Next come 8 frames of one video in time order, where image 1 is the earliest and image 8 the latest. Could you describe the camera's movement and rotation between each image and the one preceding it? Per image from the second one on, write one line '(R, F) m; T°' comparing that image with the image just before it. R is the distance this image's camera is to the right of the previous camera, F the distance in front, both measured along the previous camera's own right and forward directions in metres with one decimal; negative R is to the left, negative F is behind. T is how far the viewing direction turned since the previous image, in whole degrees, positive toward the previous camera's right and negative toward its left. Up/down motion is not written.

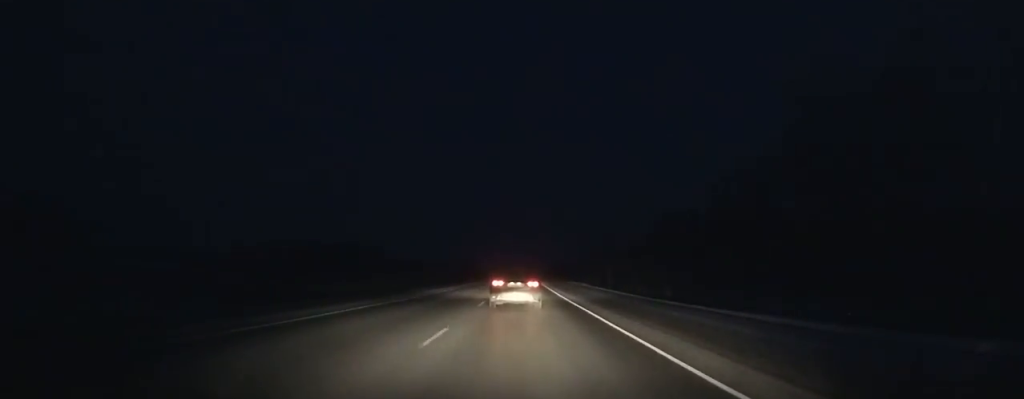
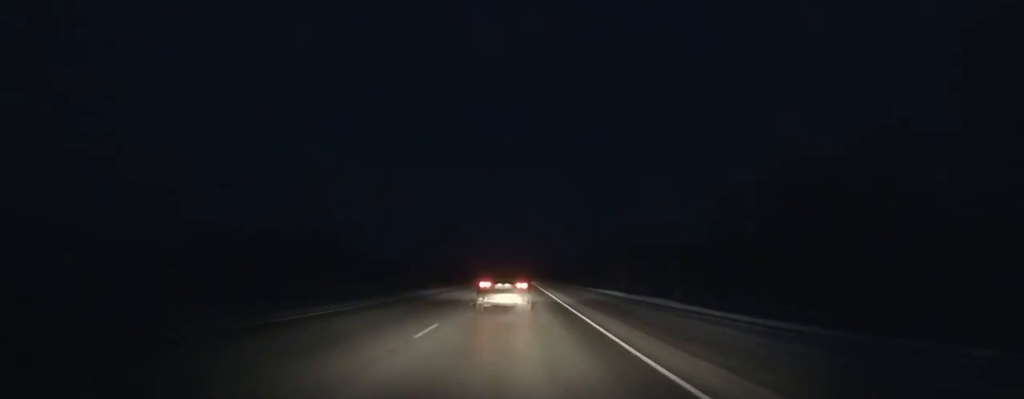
(0.0, +45.8) m; 0°
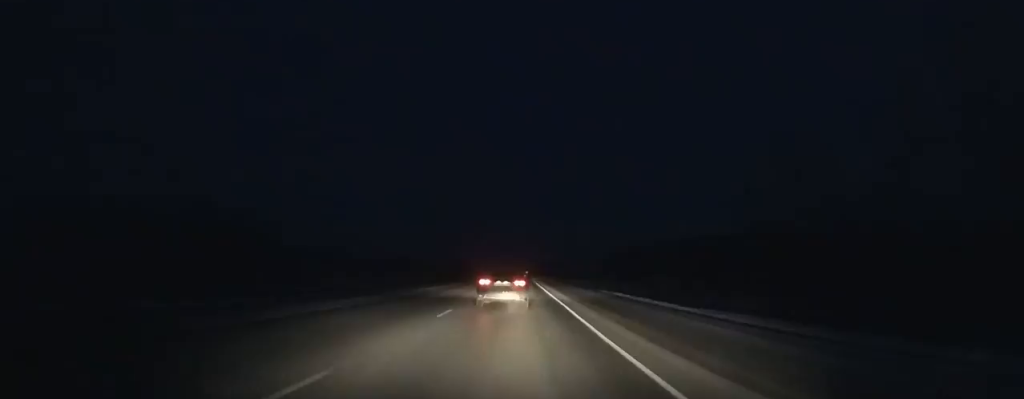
(-0.3, +66.3) m; 0°
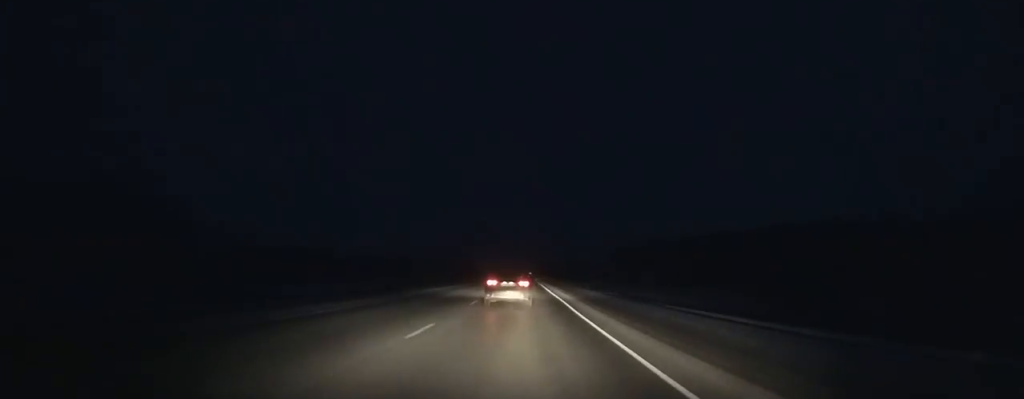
(-0.3, +41.1) m; 0°
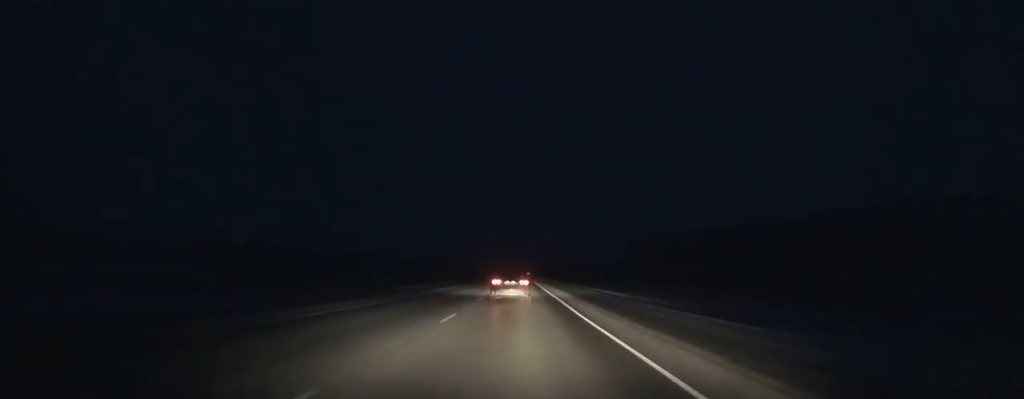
(+0.3, +57.6) m; 0°
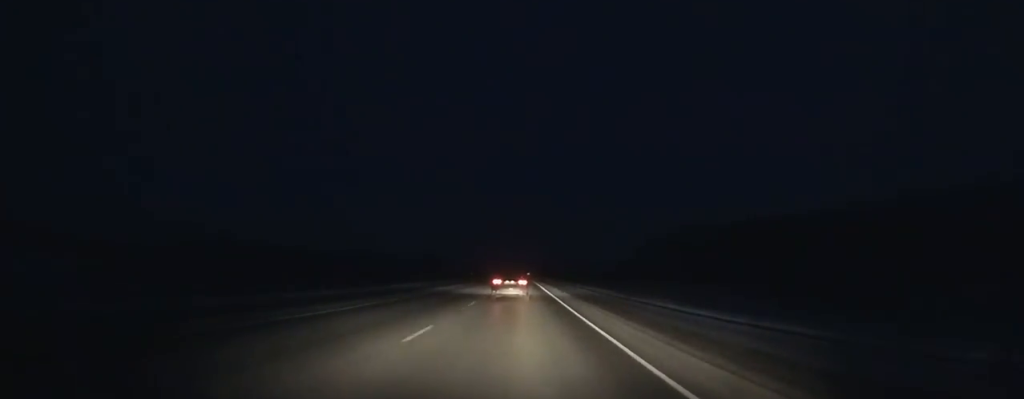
(0.0, +39.6) m; 0°
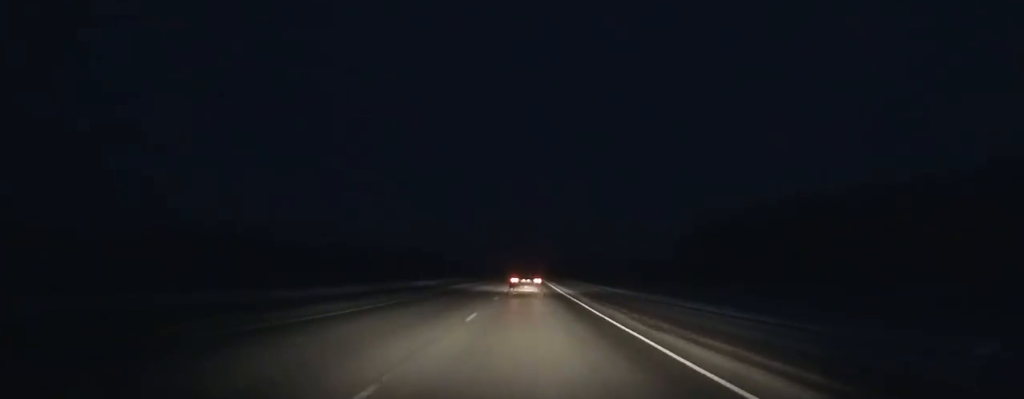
(-0.1, +68.1) m; 0°
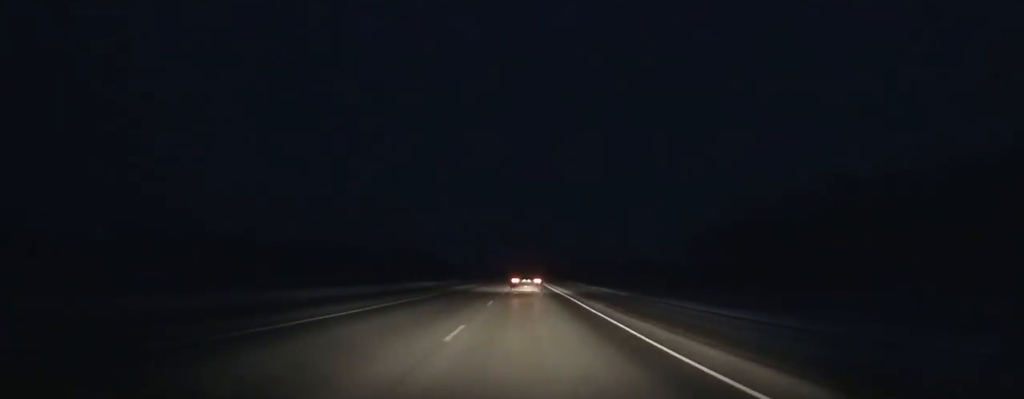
(-0.1, +28.5) m; 0°
